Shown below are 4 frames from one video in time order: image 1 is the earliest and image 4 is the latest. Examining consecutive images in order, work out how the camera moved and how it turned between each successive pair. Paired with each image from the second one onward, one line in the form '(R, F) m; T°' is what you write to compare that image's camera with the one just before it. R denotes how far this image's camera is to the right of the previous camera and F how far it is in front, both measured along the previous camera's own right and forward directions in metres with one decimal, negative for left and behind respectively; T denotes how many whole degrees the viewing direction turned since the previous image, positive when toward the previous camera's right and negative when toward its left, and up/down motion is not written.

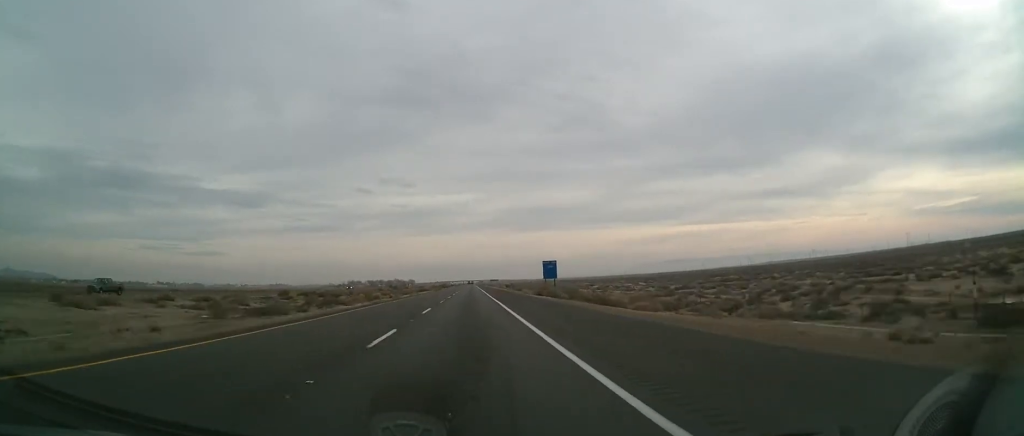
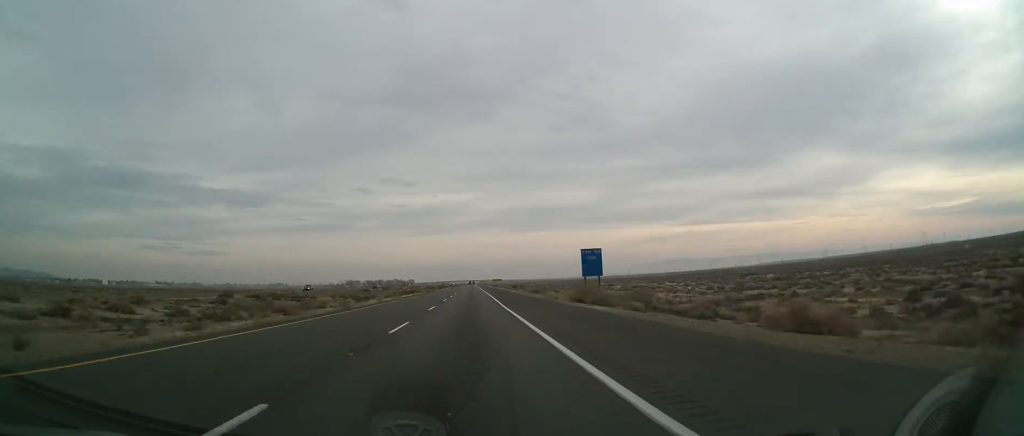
(+0.3, +26.2) m; +1°
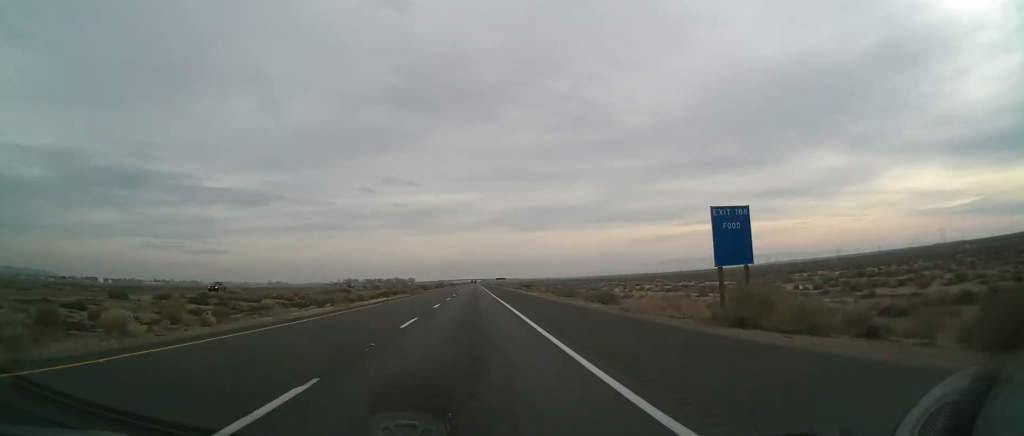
(+0.2, +27.3) m; 0°
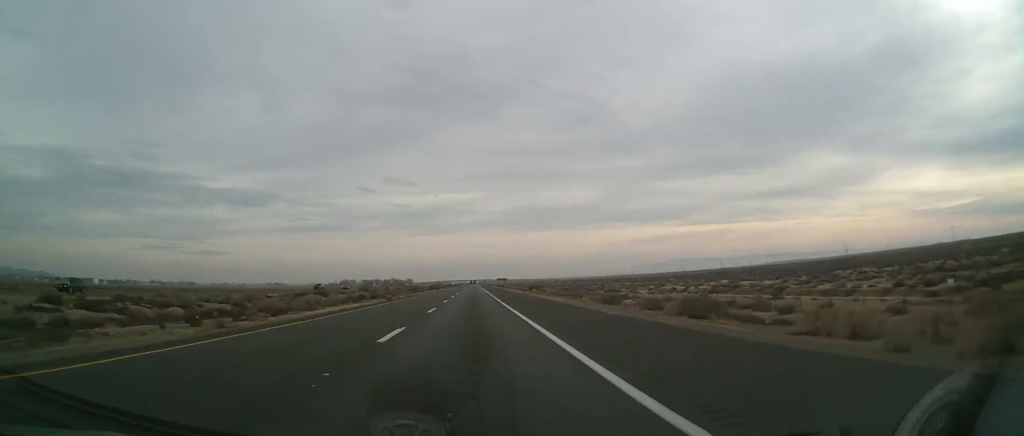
(0.0, +18.9) m; 0°
